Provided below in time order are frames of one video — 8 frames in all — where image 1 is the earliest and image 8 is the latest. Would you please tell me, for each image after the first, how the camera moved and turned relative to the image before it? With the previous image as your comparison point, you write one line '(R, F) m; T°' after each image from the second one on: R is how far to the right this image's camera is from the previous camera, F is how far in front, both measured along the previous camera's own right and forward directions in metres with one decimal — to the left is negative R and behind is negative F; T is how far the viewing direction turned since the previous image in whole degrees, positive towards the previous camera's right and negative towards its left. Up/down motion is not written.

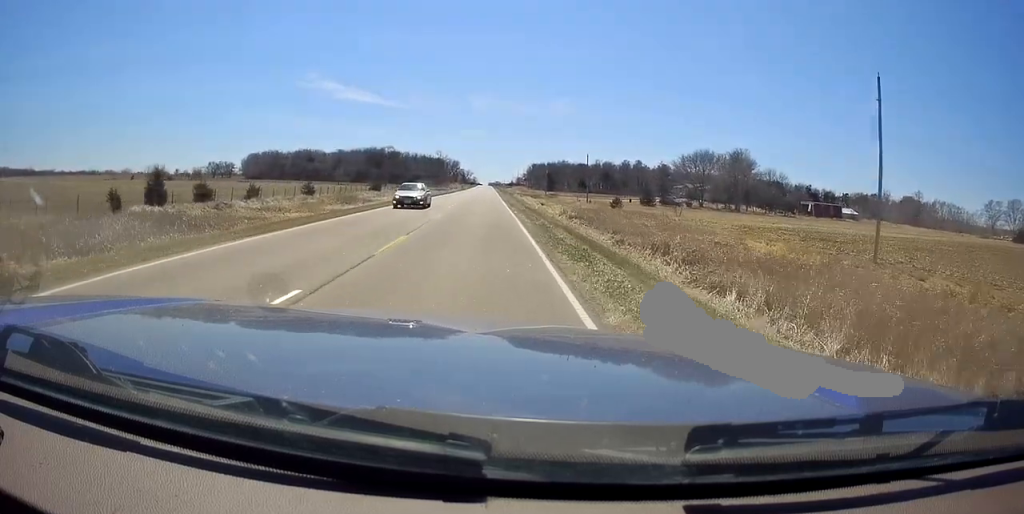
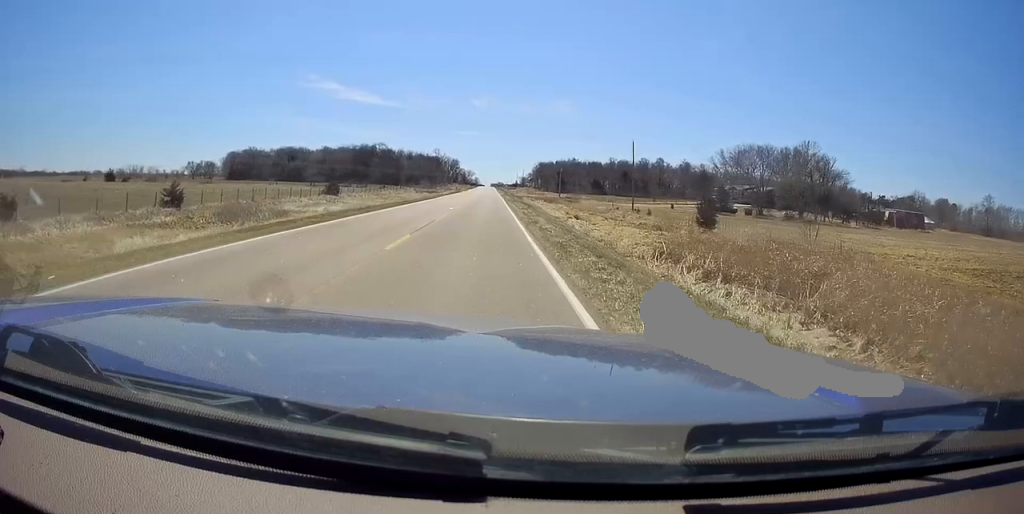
(0.0, +33.7) m; -1°
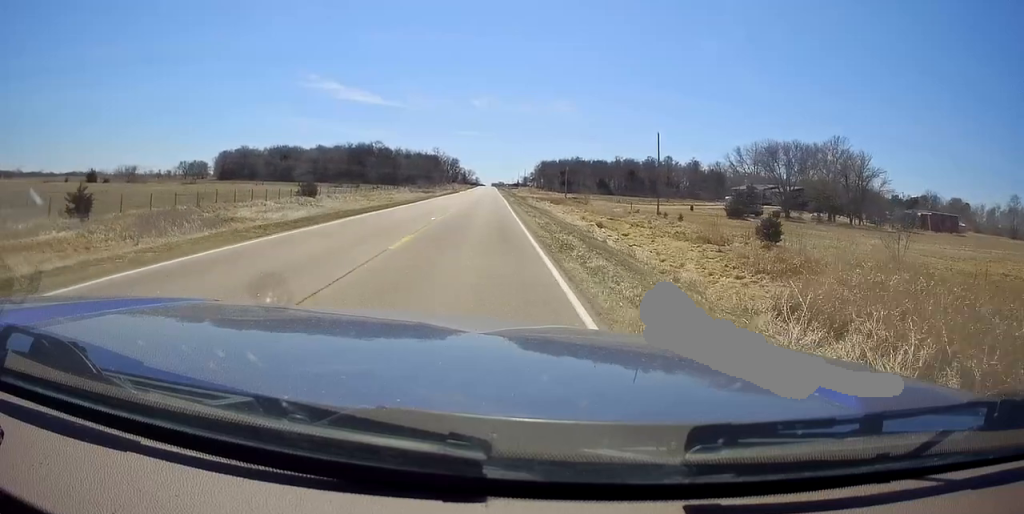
(-0.1, +11.3) m; 0°
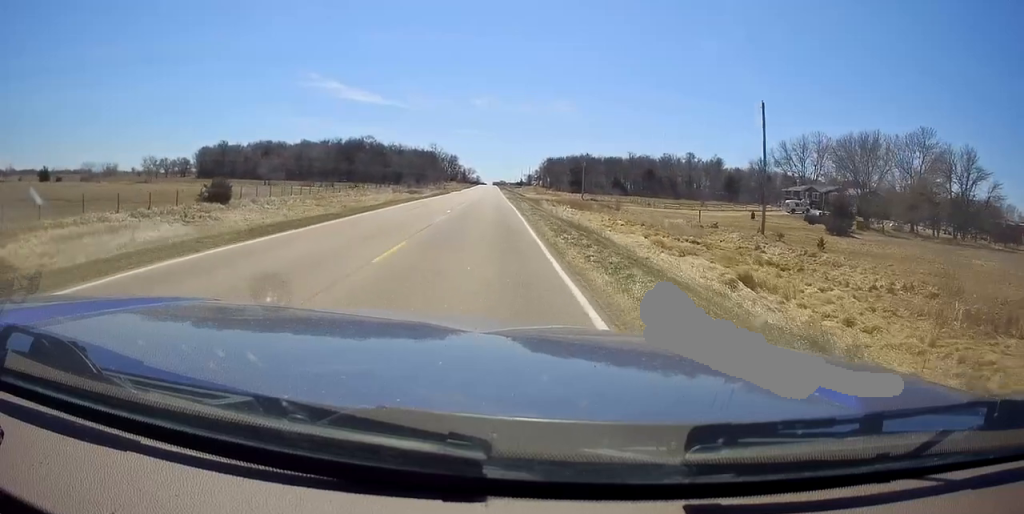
(-0.2, +25.4) m; 0°
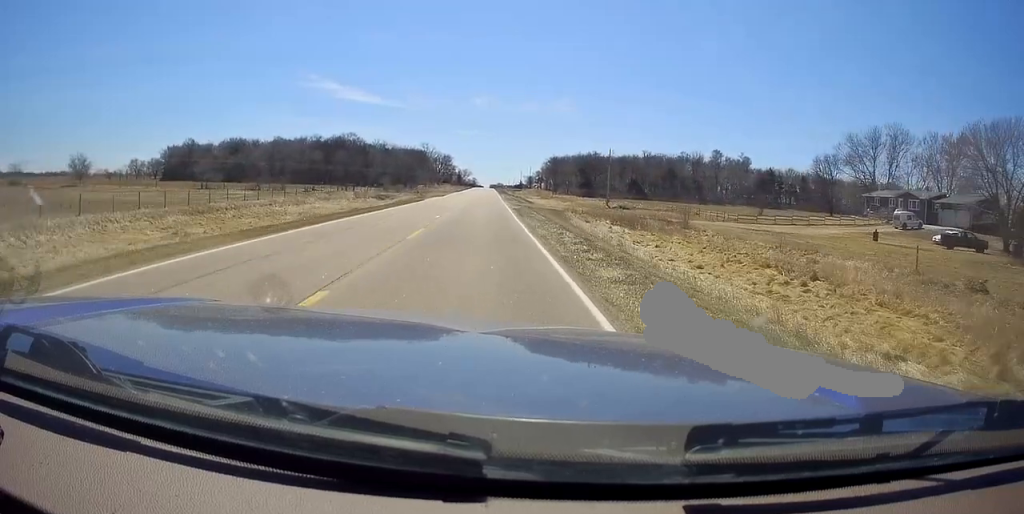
(+0.4, +29.4) m; +1°
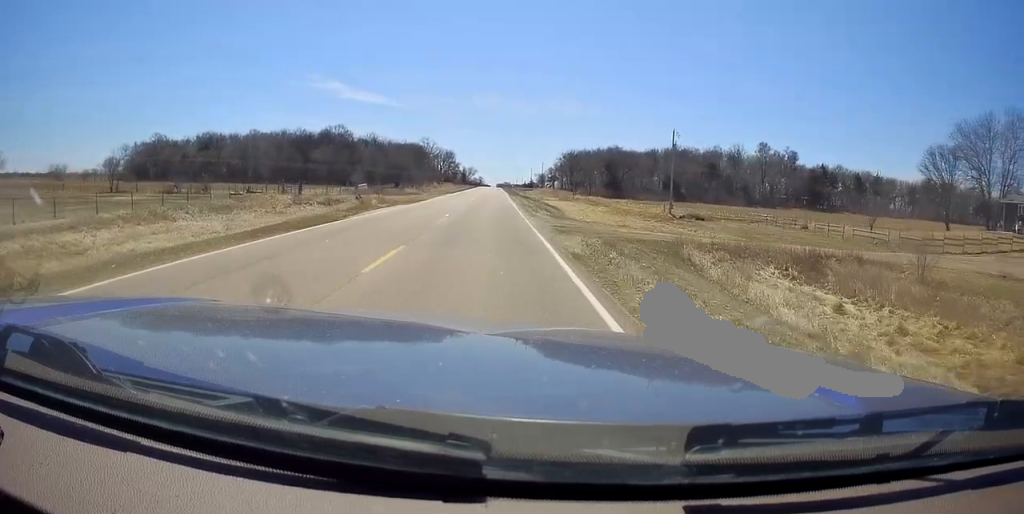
(0.0, +29.8) m; 0°
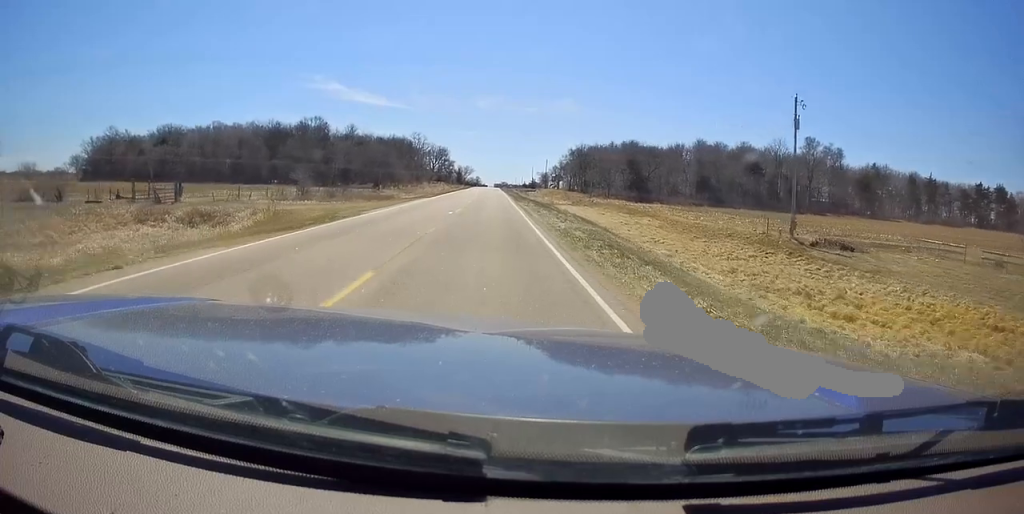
(0.0, +27.1) m; 0°
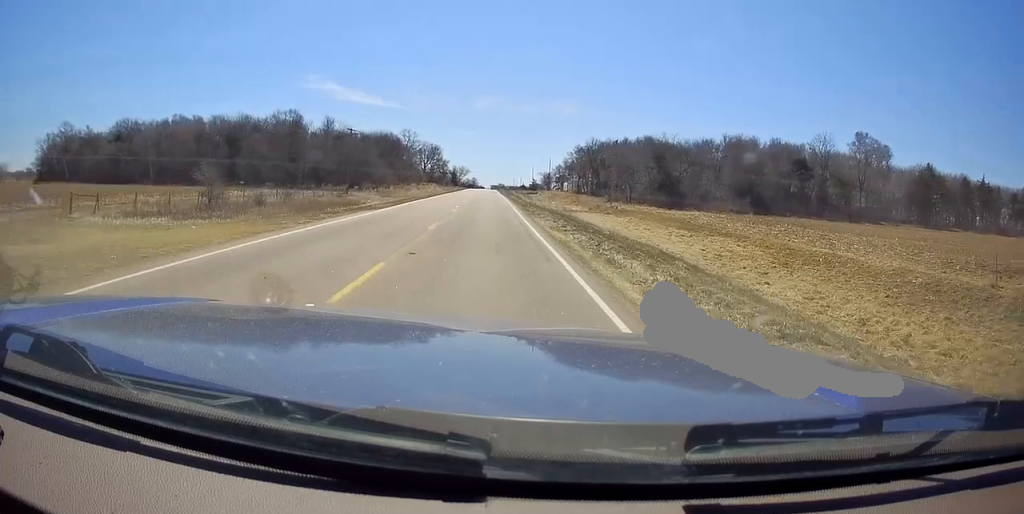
(0.0, +22.5) m; 0°
